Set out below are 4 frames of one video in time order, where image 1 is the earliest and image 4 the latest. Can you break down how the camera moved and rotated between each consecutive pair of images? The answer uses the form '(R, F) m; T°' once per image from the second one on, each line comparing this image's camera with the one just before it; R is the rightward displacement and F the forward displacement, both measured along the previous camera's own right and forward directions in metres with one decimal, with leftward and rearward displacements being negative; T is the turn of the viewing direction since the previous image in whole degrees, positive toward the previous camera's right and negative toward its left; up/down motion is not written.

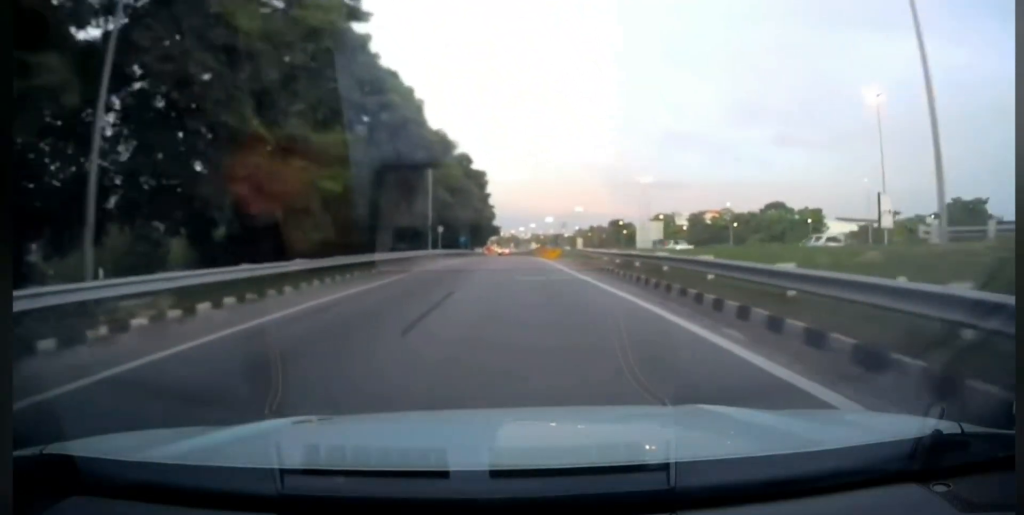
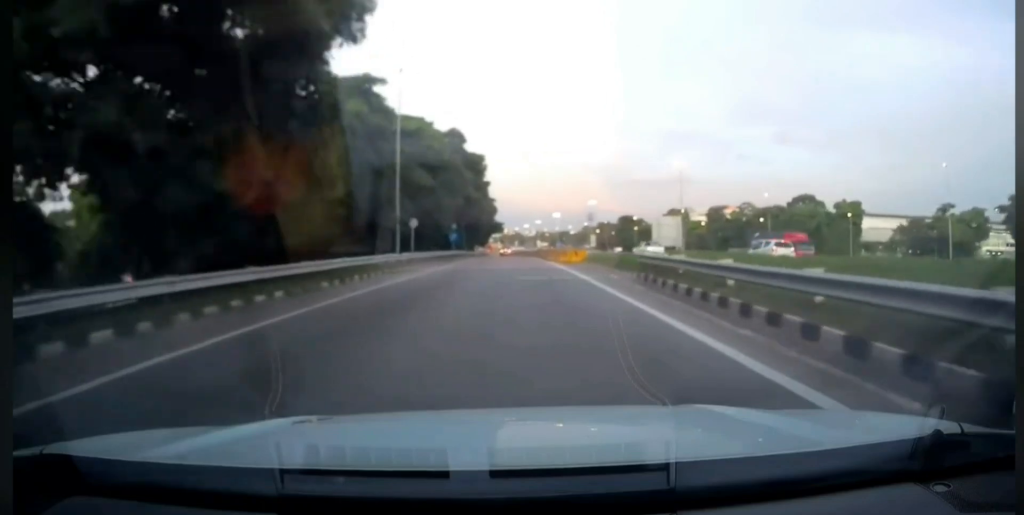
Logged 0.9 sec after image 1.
(+0.1, +16.8) m; 0°
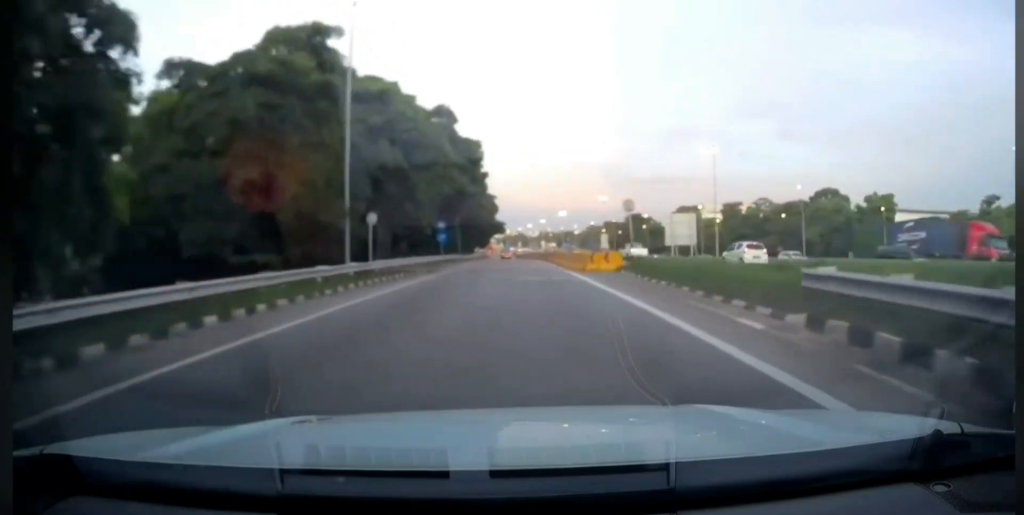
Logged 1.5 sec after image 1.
(0.0, +12.1) m; 0°
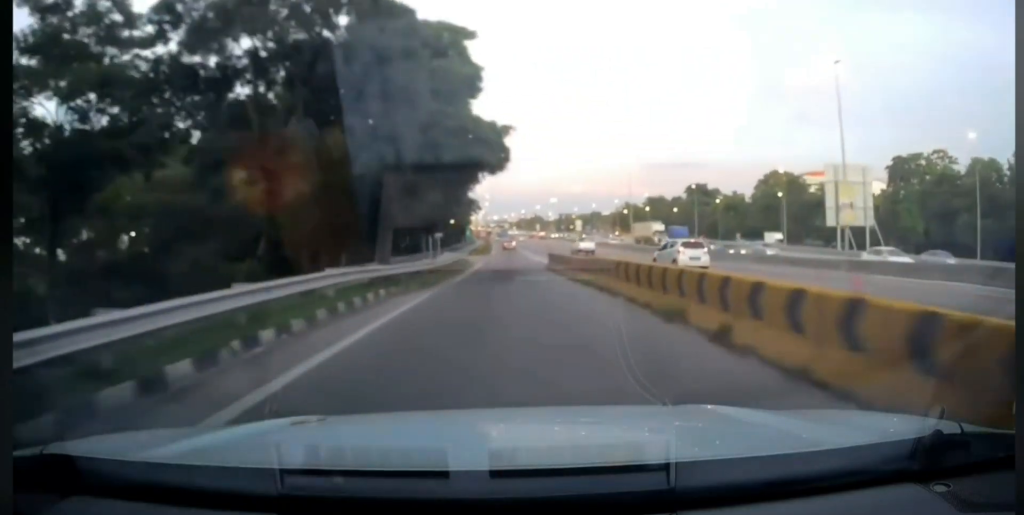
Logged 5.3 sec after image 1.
(-0.8, +77.9) m; 0°
